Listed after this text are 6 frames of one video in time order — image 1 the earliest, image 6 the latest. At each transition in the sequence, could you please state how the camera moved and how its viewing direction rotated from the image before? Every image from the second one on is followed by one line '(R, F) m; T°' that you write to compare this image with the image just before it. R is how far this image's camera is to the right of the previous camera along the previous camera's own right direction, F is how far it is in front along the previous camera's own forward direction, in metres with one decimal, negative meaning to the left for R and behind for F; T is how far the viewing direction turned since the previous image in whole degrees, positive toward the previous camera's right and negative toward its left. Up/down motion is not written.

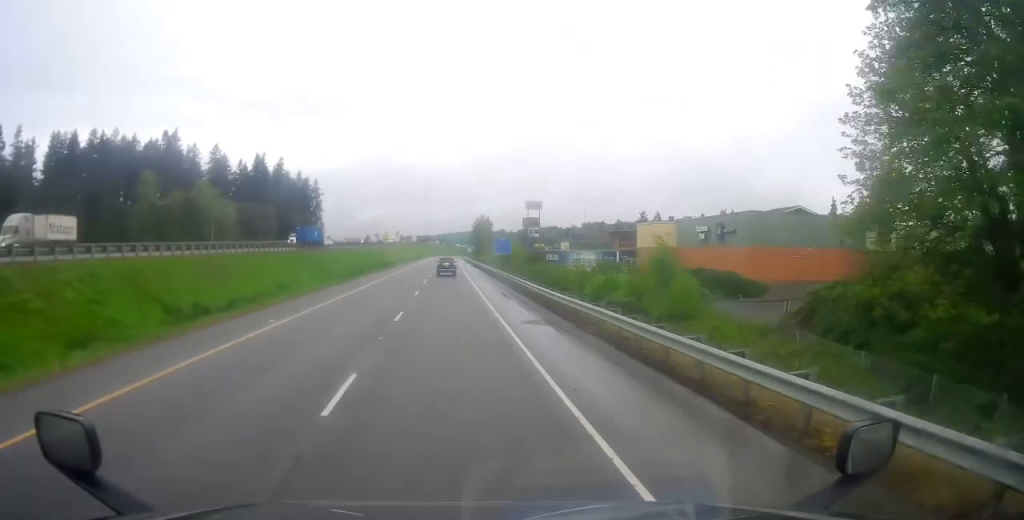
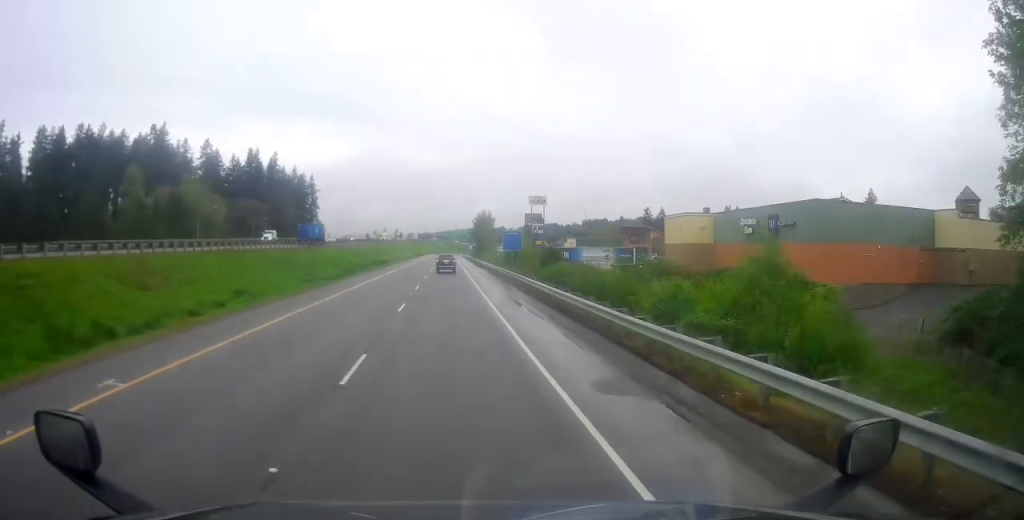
(+0.2, +10.3) m; 0°
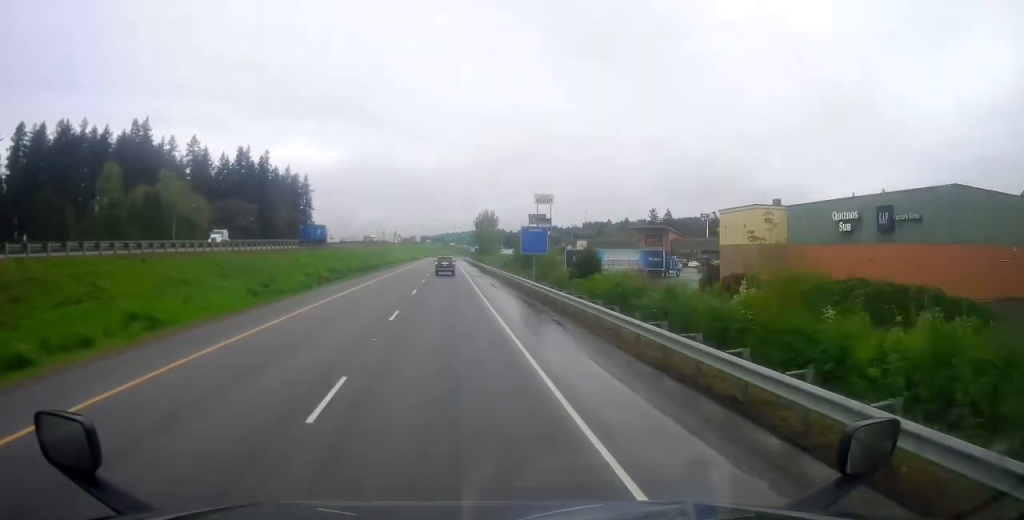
(0.0, +14.5) m; 0°
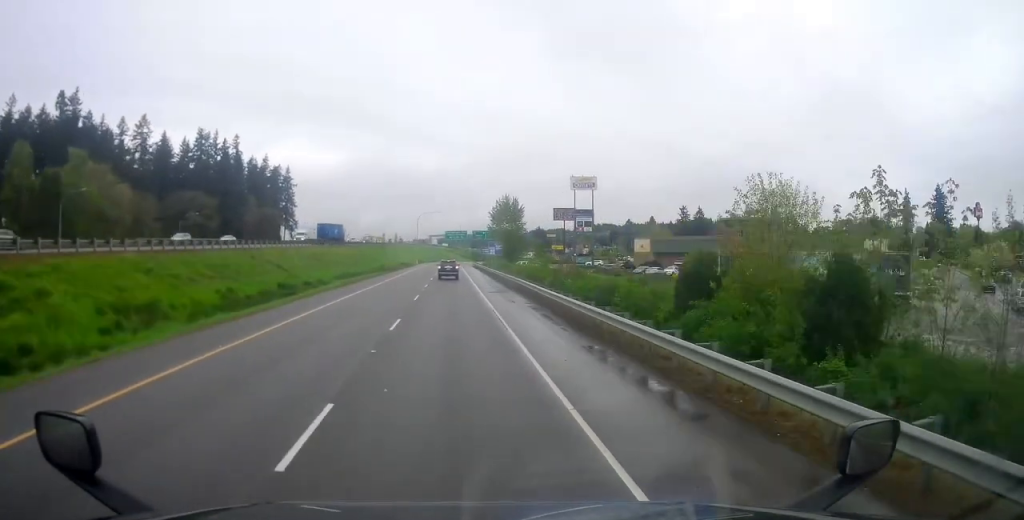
(-0.8, +51.6) m; -1°
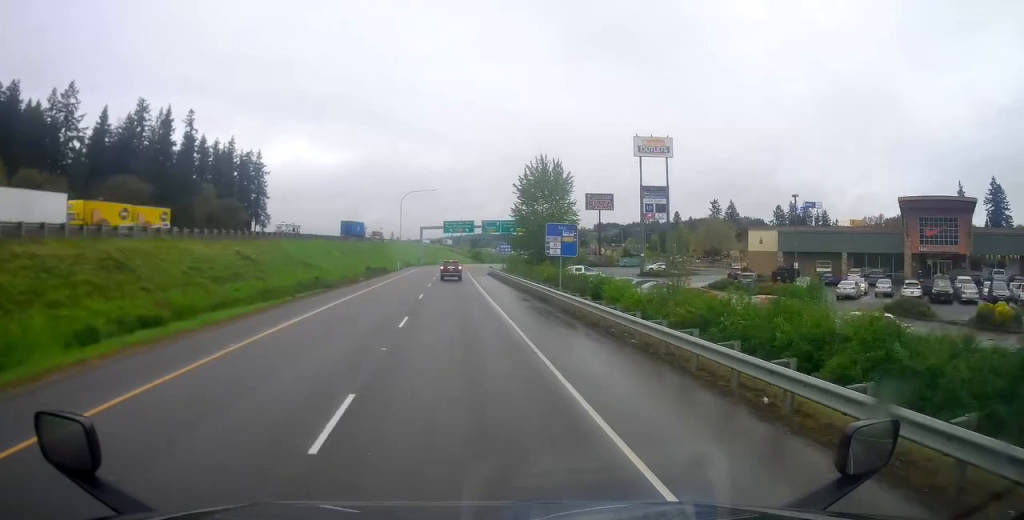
(+0.4, +50.1) m; +1°
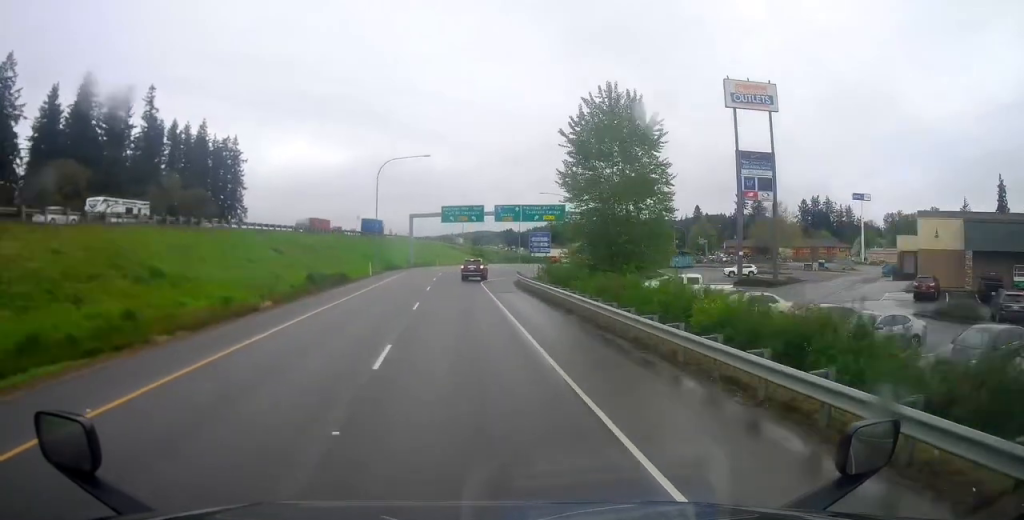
(-0.9, +33.0) m; -1°
